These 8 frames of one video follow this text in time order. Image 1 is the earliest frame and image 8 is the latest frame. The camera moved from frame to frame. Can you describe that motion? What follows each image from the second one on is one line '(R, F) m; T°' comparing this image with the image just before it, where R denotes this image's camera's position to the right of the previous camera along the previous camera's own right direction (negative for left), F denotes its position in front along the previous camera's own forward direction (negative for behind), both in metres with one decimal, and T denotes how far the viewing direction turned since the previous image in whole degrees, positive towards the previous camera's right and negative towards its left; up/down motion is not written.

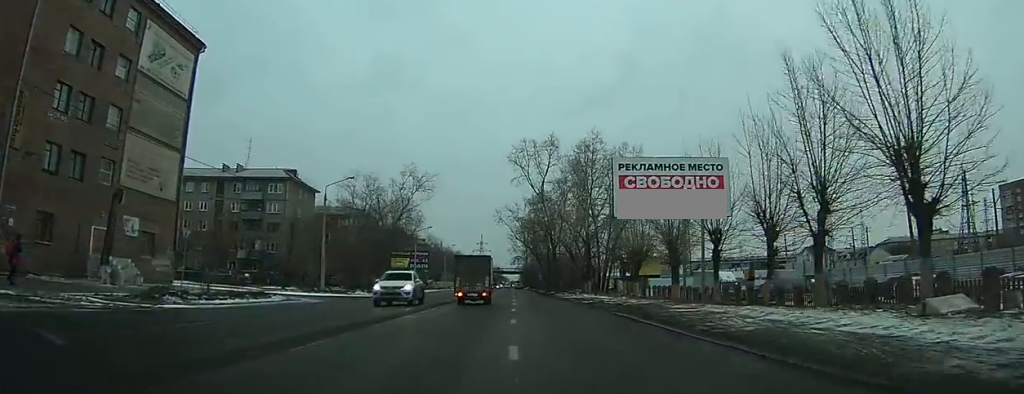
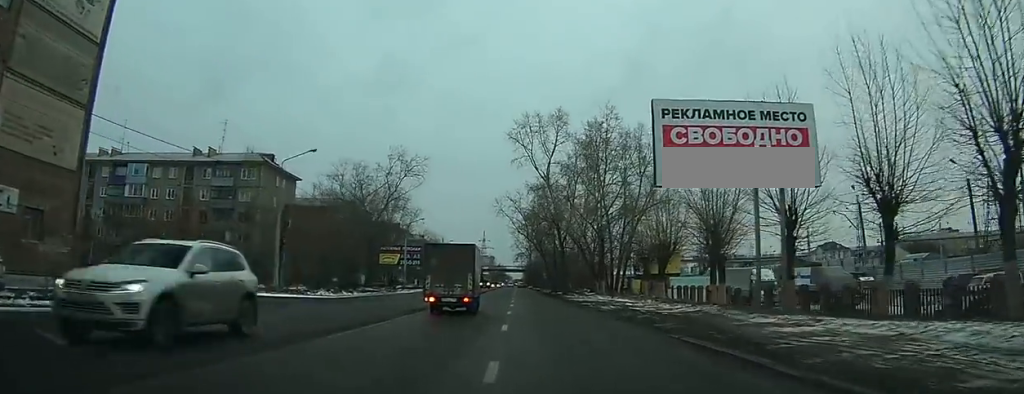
(0.0, +10.0) m; 0°
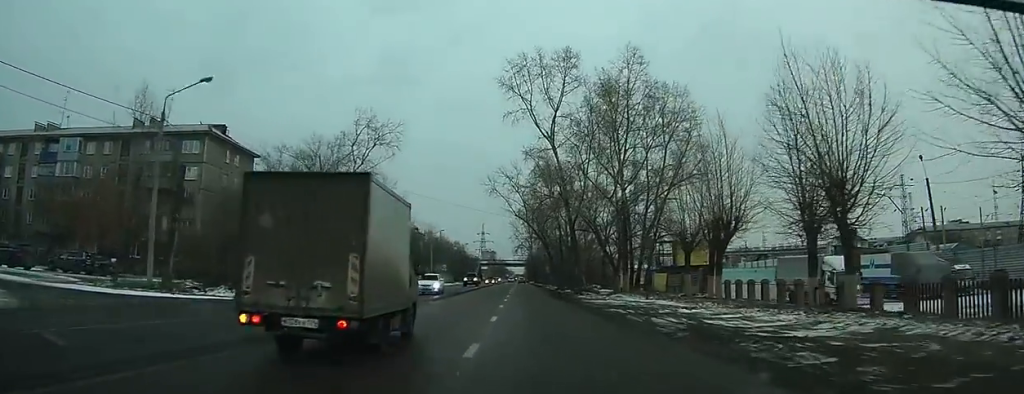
(0.0, +14.4) m; 0°
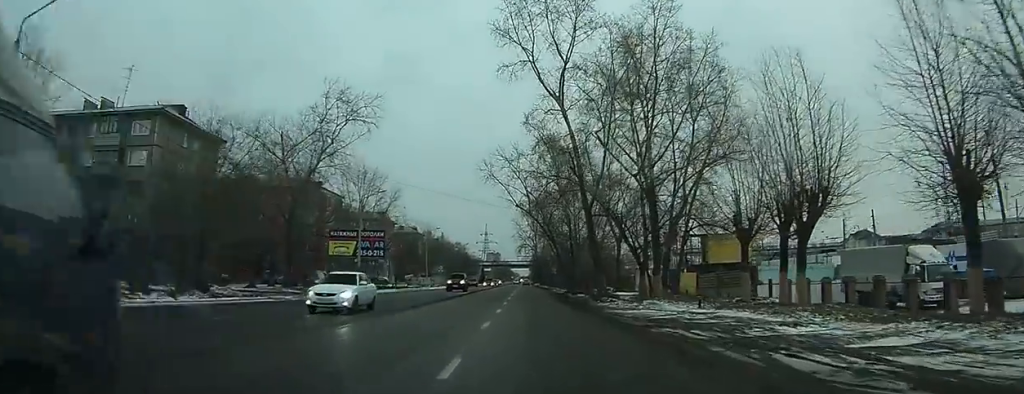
(0.0, +9.9) m; 0°
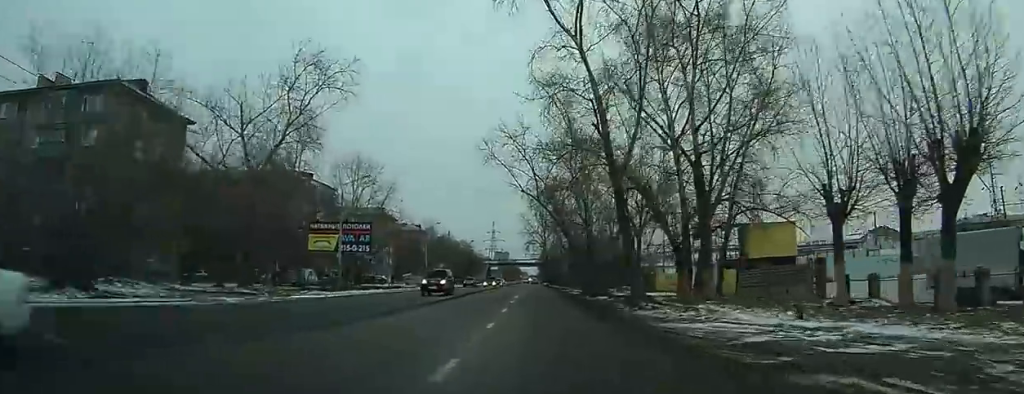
(0.0, +8.3) m; 0°
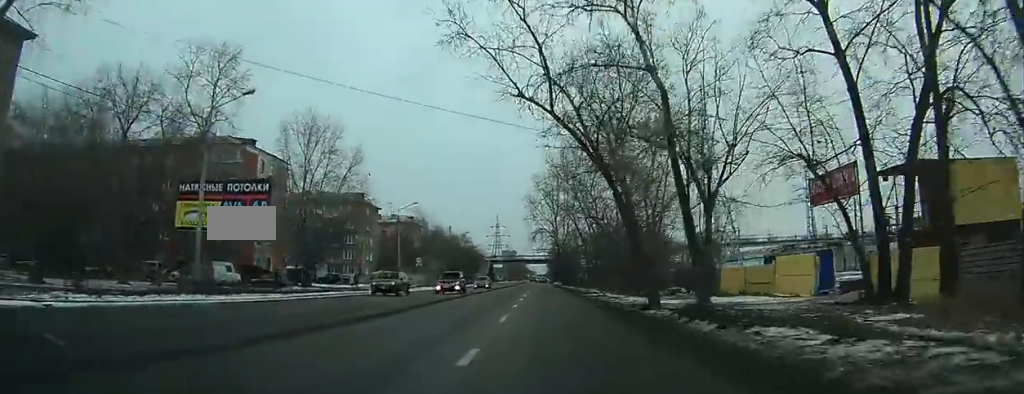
(+0.2, +22.7) m; +1°
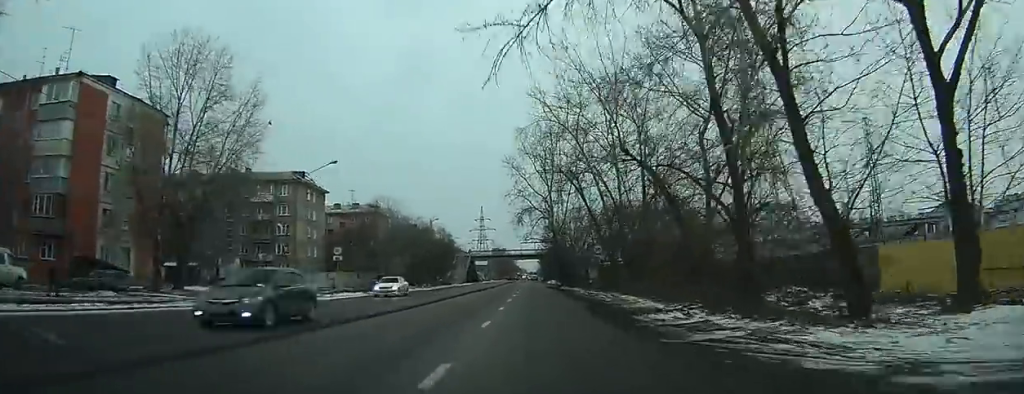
(0.0, +24.8) m; 0°
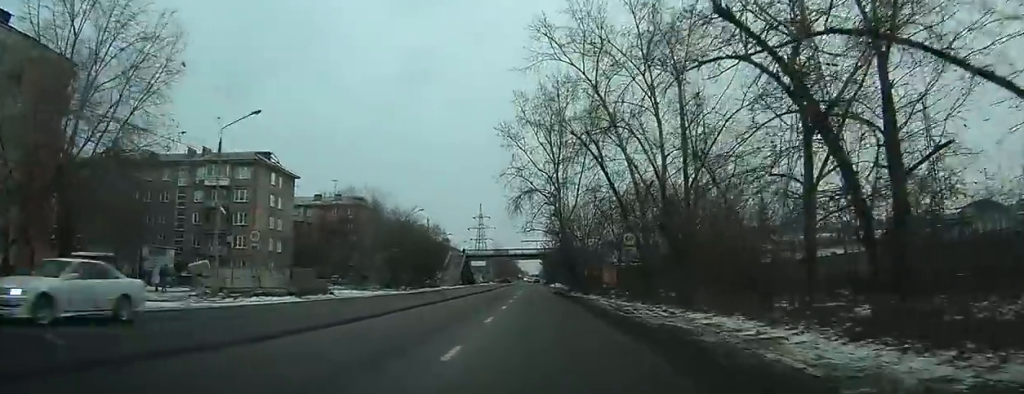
(0.0, +13.3) m; 0°
